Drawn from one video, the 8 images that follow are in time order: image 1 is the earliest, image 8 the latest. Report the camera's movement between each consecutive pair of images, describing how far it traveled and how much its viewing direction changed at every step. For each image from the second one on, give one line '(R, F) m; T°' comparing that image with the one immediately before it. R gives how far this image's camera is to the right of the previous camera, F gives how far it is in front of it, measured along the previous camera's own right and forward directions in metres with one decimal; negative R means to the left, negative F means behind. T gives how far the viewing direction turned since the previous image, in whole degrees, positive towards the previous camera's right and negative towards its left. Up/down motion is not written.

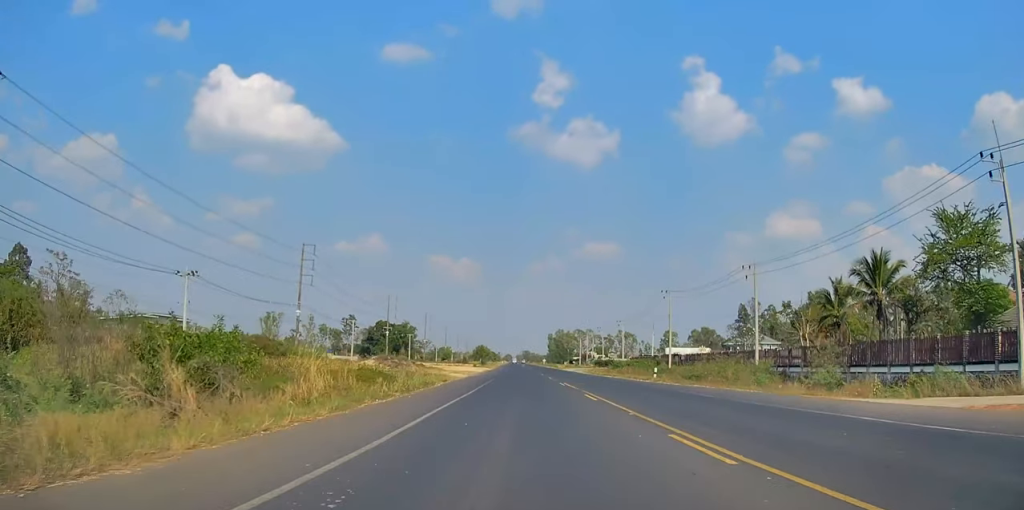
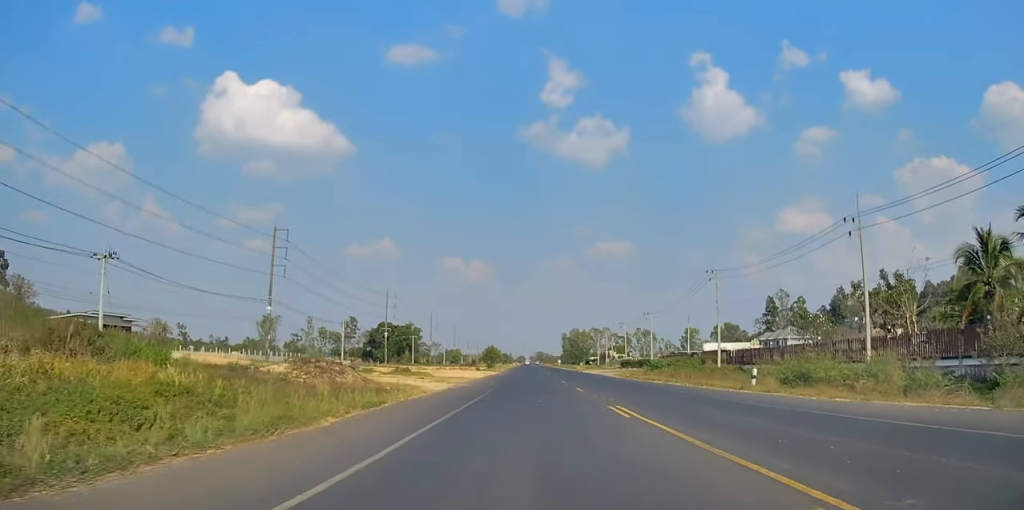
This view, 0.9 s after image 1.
(-0.1, +17.9) m; 0°
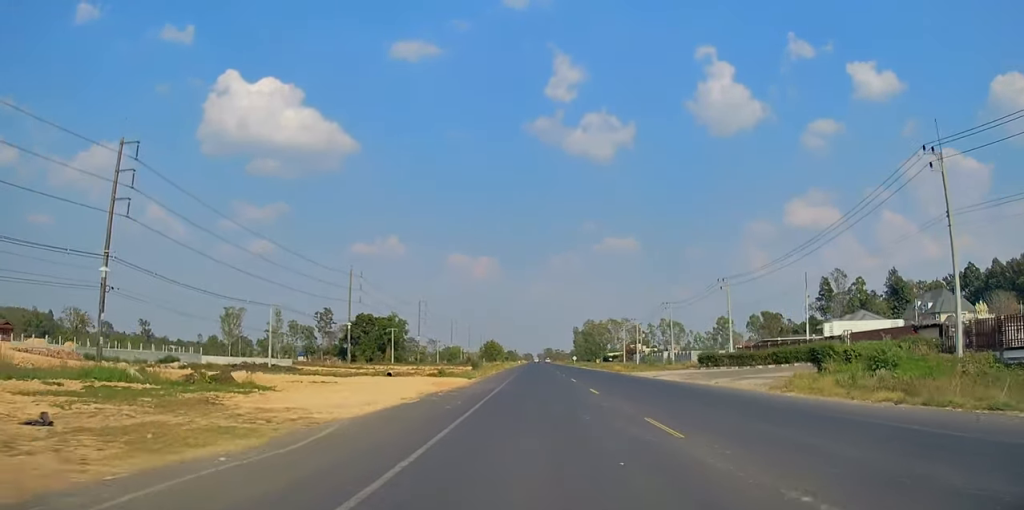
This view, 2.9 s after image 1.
(-0.3, +41.1) m; -1°
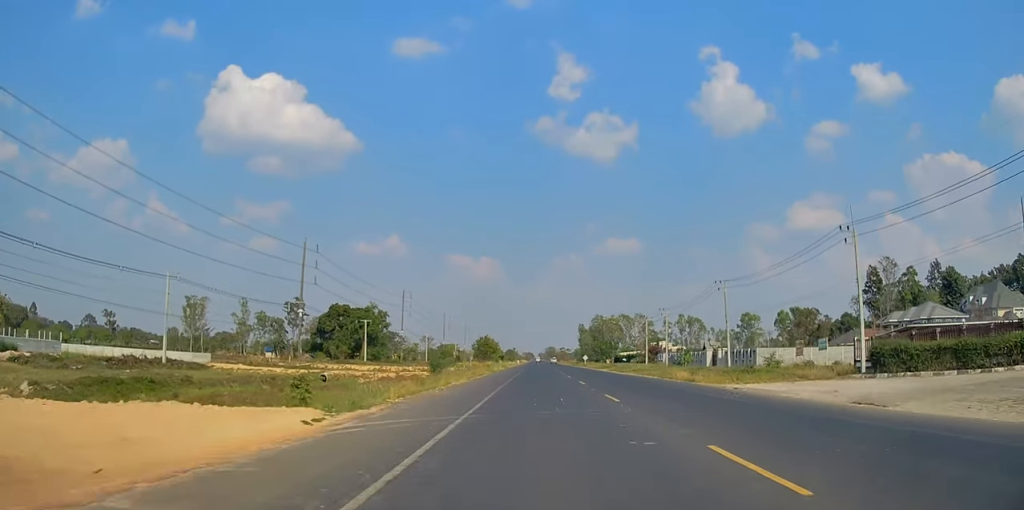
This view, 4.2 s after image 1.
(-0.4, +27.7) m; 0°
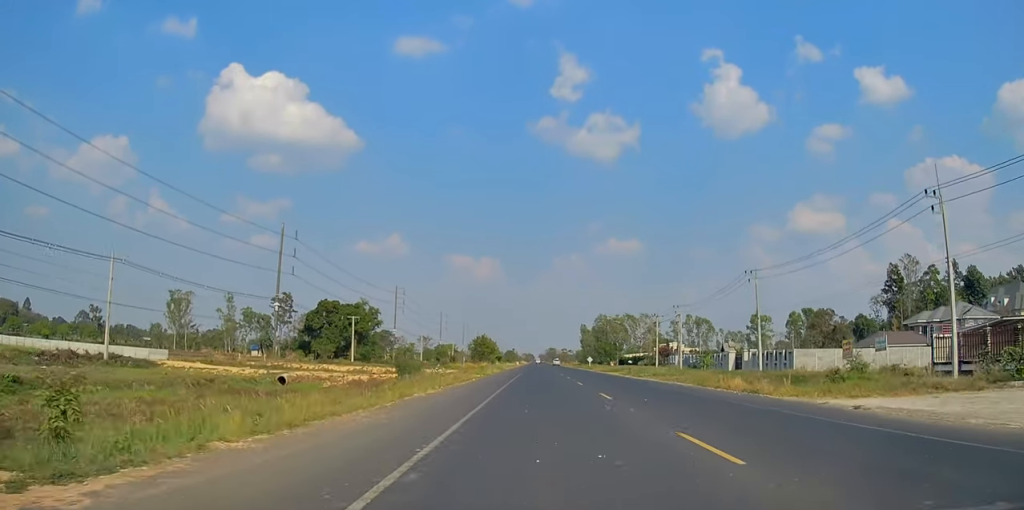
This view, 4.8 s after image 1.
(+0.1, +11.0) m; 0°
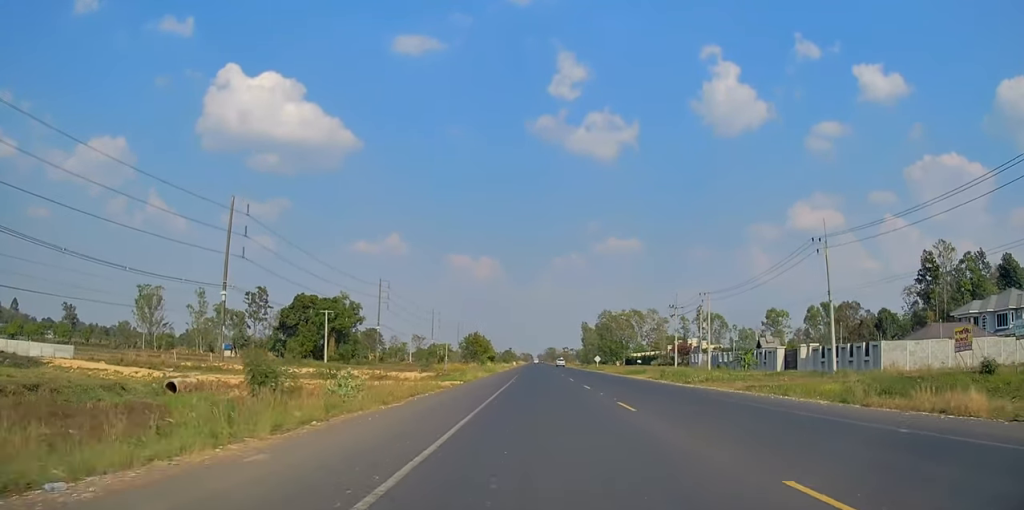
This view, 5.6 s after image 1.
(0.0, +16.4) m; 0°
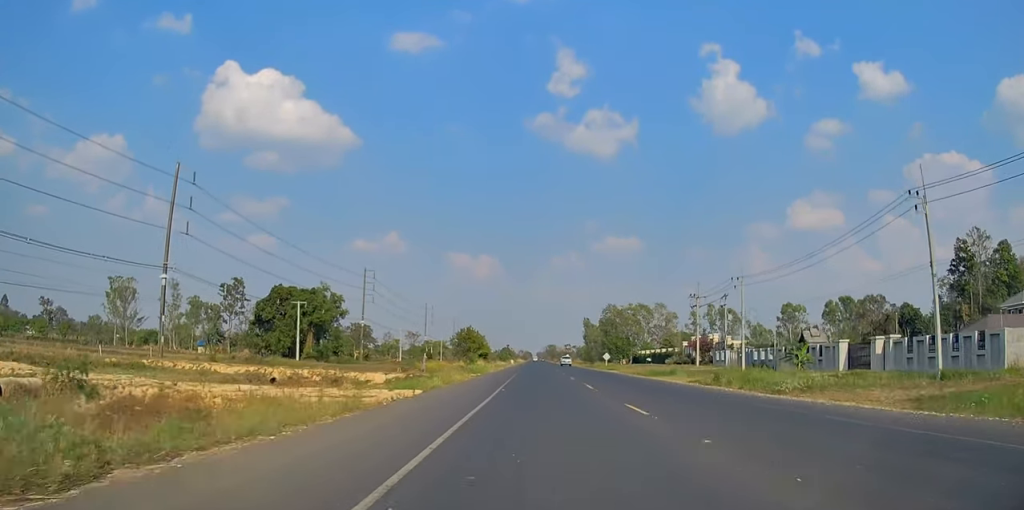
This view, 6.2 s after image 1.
(0.0, +13.7) m; 0°
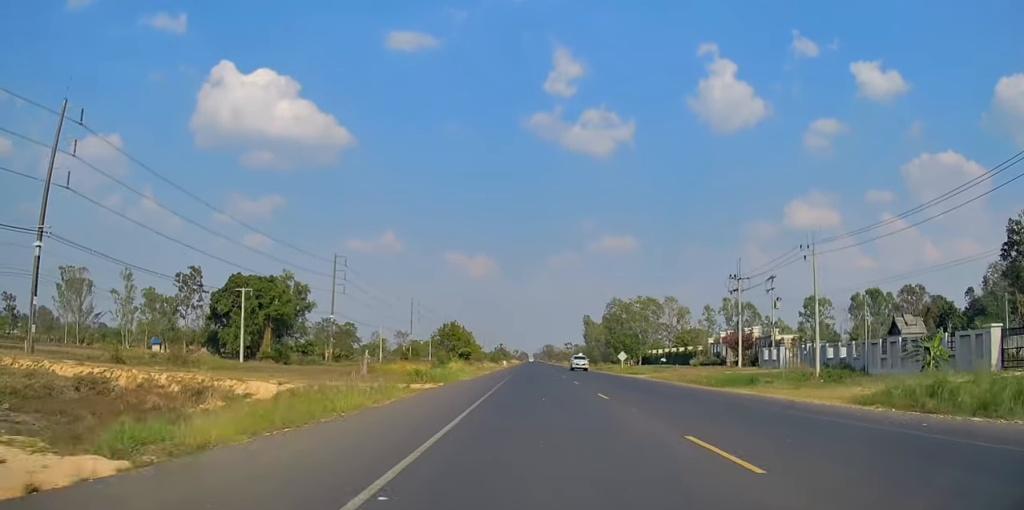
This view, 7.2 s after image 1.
(-0.1, +19.3) m; 0°
